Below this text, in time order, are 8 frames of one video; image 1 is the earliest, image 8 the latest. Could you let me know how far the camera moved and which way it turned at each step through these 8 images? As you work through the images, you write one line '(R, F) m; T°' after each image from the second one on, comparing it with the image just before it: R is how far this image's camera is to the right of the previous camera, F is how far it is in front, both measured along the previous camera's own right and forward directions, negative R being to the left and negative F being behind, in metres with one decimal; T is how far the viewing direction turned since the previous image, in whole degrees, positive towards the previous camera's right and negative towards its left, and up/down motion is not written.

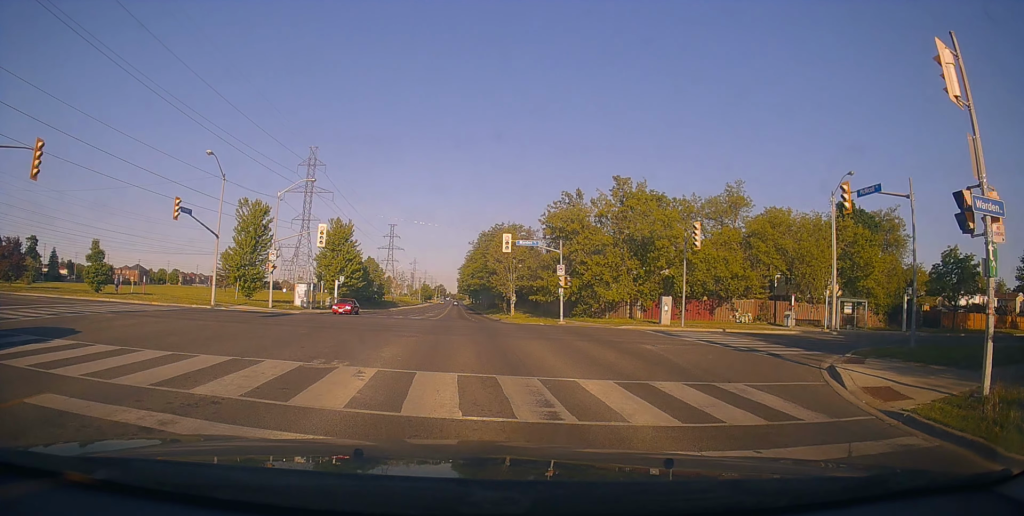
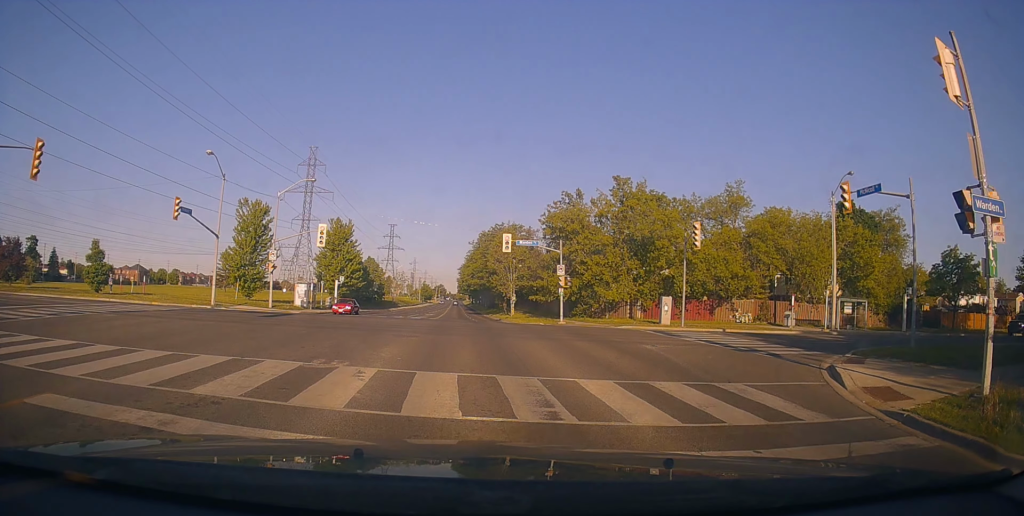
(0.0, 0.0) m; 0°
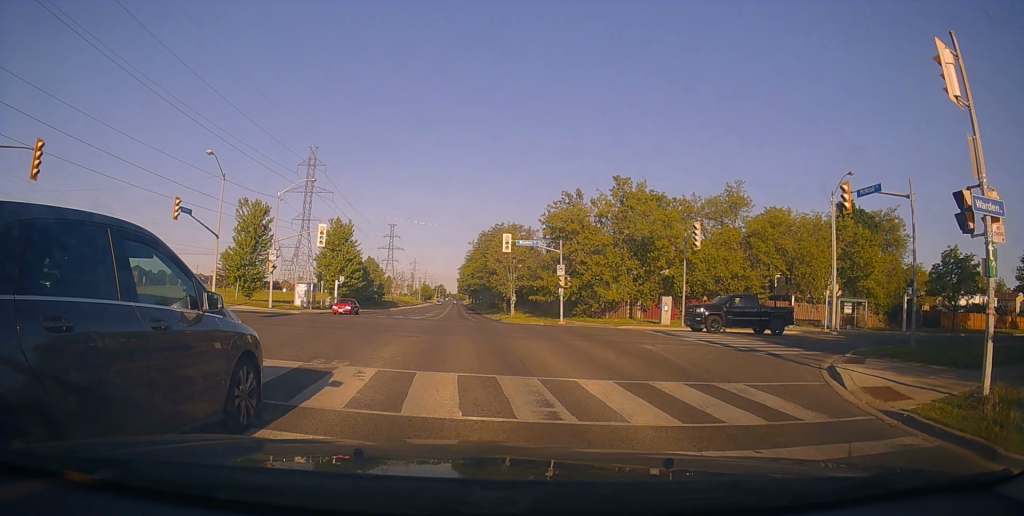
(0.0, 0.0) m; 0°
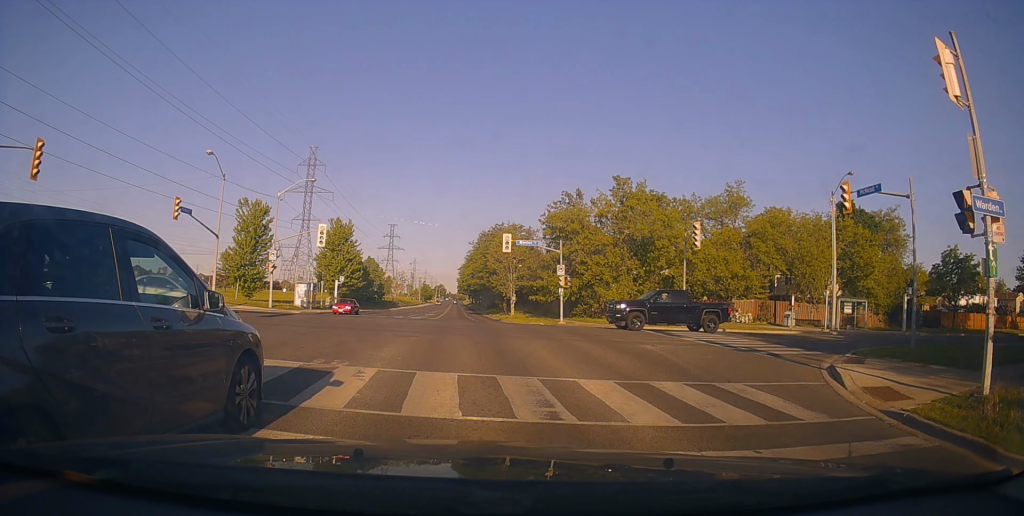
(0.0, 0.0) m; 0°
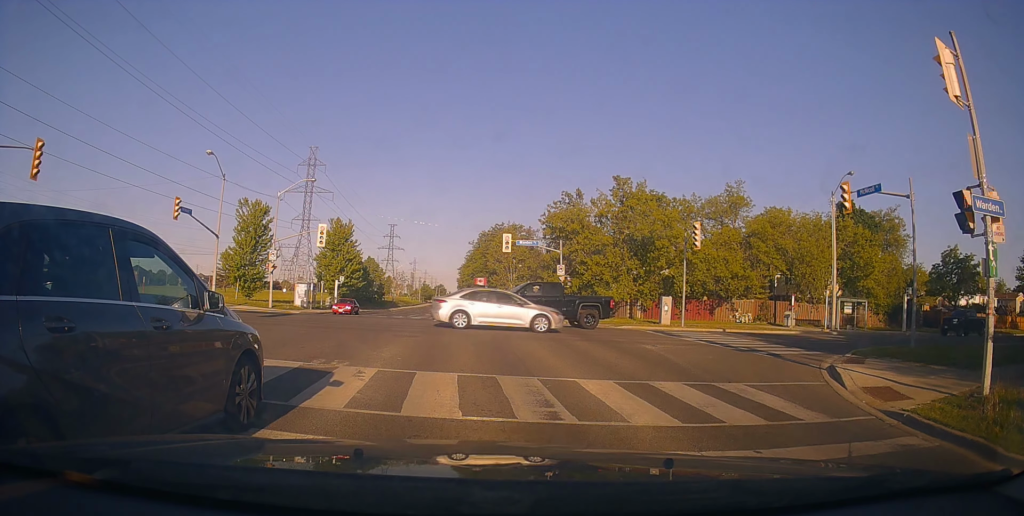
(0.0, 0.0) m; 0°
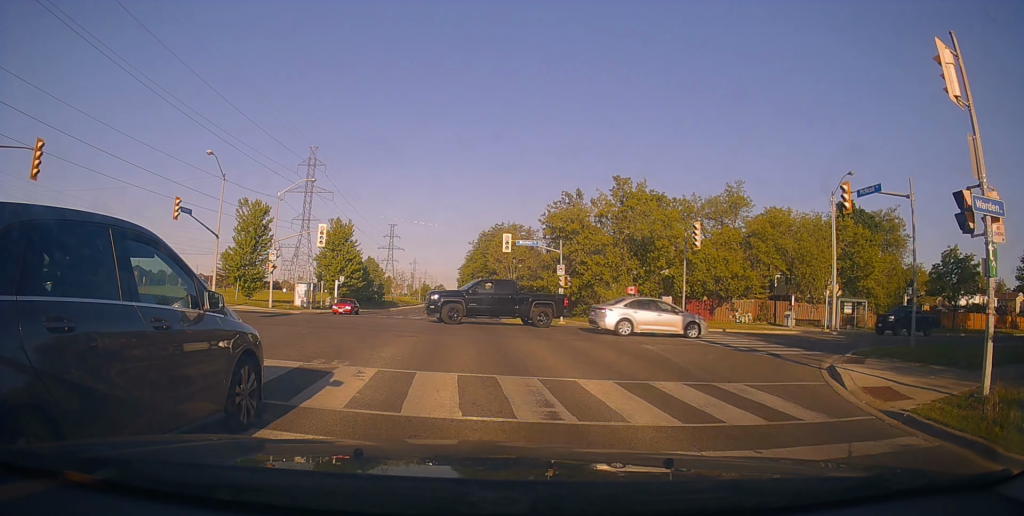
(0.0, 0.0) m; 0°
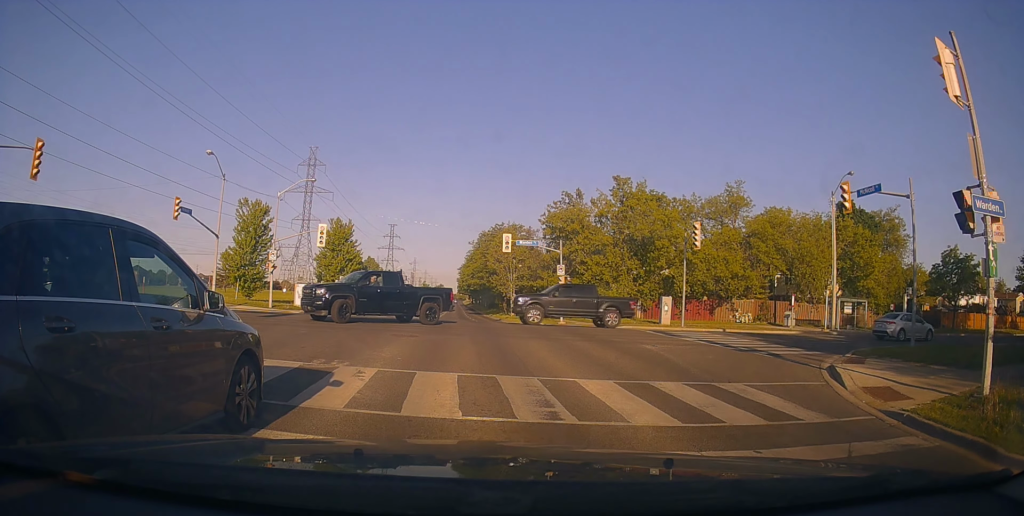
(0.0, 0.0) m; 0°
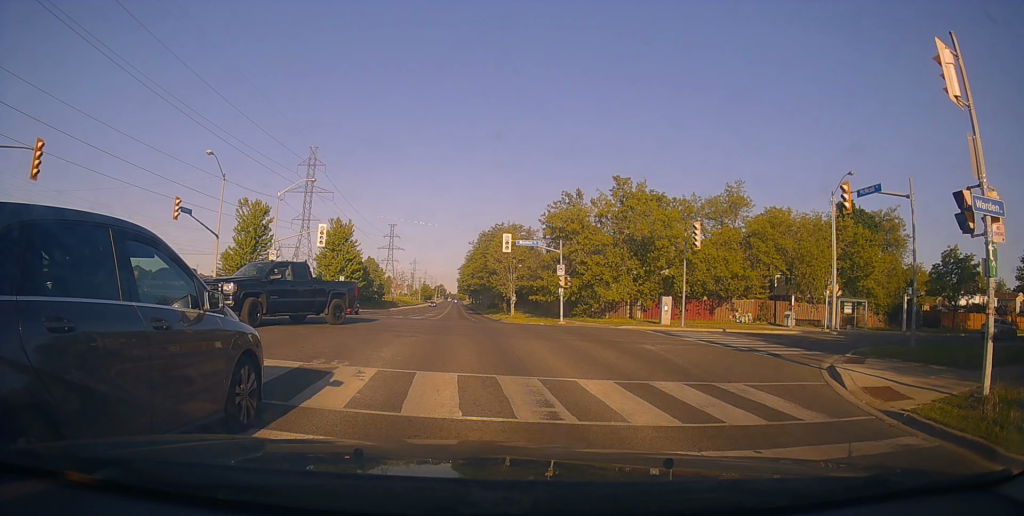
(0.0, 0.0) m; 0°
